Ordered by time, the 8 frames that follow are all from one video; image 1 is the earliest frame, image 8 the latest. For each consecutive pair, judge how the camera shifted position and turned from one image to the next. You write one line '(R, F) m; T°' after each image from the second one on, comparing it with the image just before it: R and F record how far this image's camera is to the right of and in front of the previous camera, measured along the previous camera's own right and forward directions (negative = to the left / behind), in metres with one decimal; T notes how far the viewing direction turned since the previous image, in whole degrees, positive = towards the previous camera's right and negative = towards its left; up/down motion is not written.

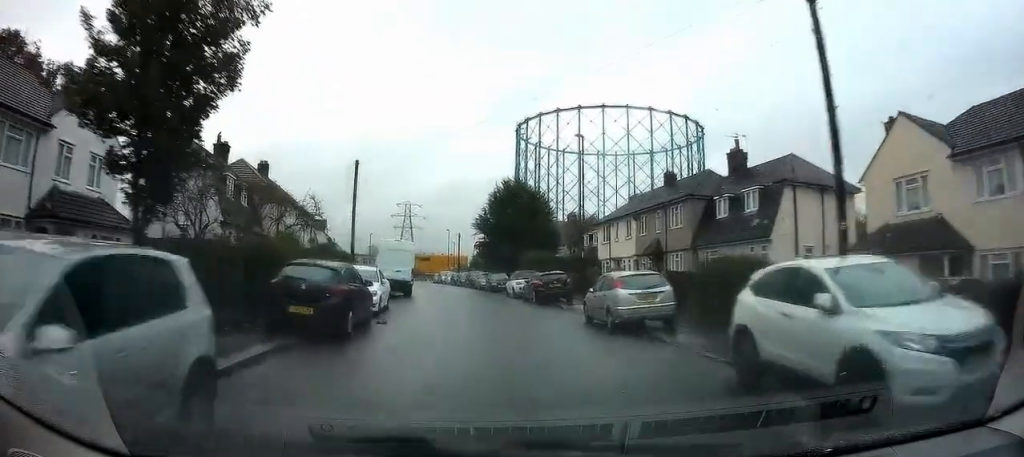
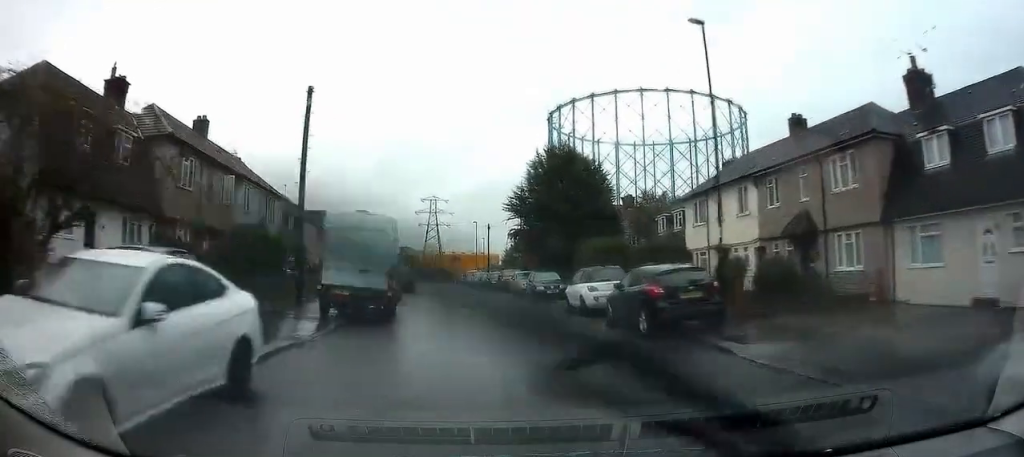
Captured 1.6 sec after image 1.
(-0.8, +13.3) m; -6°
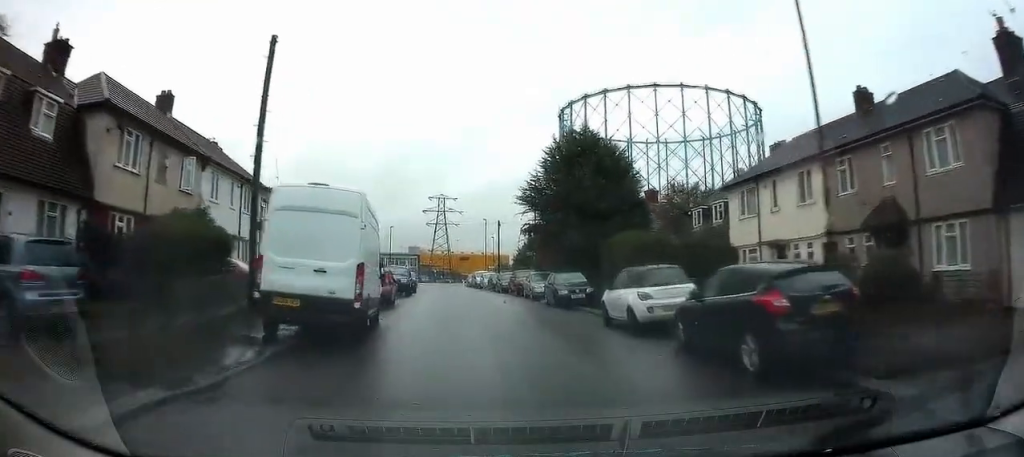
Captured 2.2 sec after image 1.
(-0.1, +4.7) m; -1°
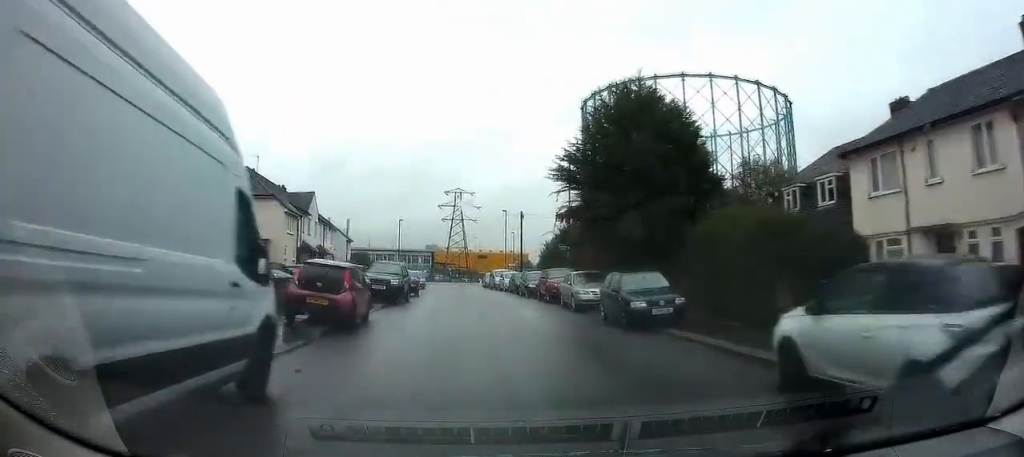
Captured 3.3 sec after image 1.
(0.0, +8.7) m; -2°
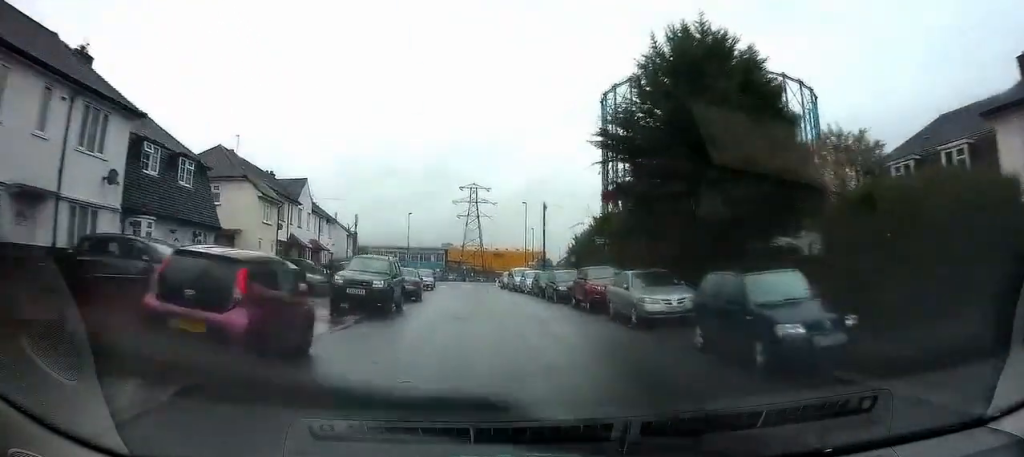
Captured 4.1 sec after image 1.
(0.0, +6.5) m; -2°
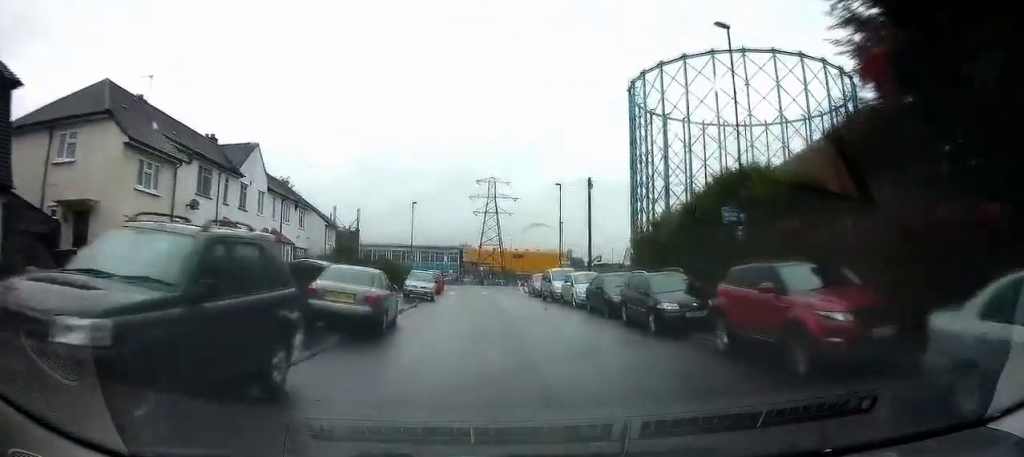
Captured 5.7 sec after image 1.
(-0.1, +13.0) m; -2°
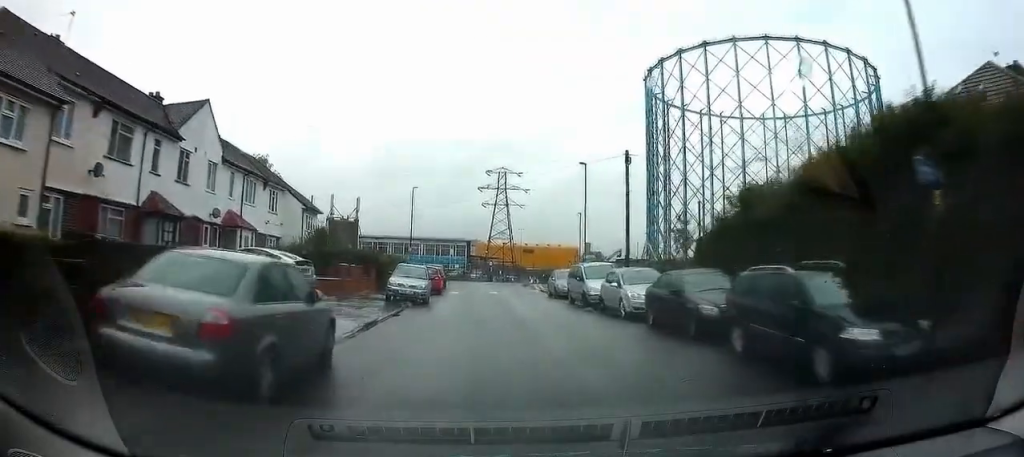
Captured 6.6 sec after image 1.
(-0.4, +7.1) m; -2°
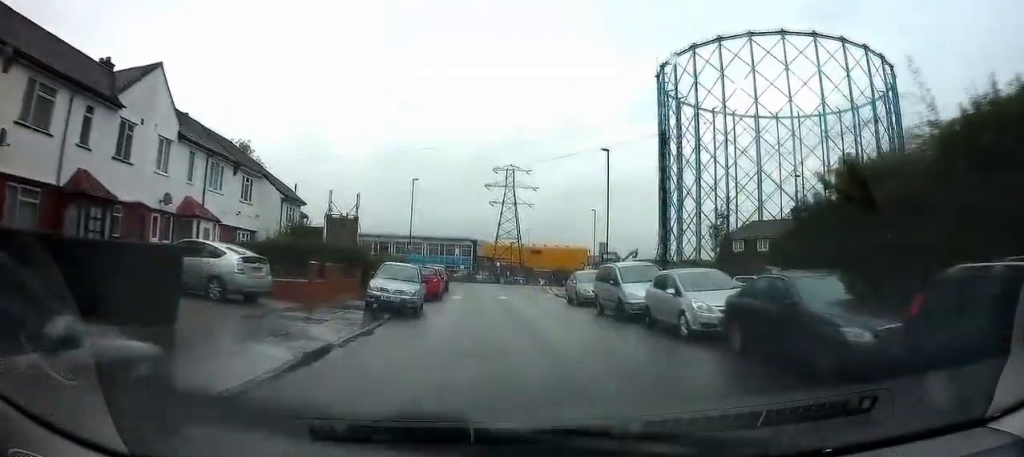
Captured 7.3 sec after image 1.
(0.0, +4.8) m; 0°
